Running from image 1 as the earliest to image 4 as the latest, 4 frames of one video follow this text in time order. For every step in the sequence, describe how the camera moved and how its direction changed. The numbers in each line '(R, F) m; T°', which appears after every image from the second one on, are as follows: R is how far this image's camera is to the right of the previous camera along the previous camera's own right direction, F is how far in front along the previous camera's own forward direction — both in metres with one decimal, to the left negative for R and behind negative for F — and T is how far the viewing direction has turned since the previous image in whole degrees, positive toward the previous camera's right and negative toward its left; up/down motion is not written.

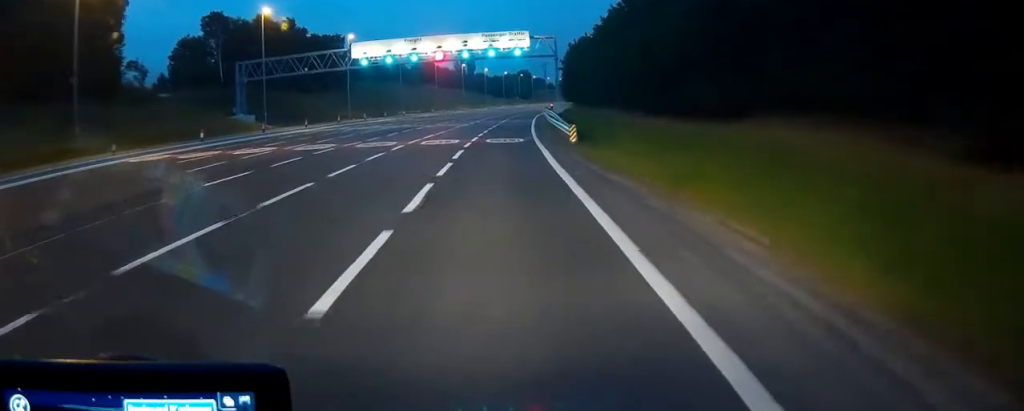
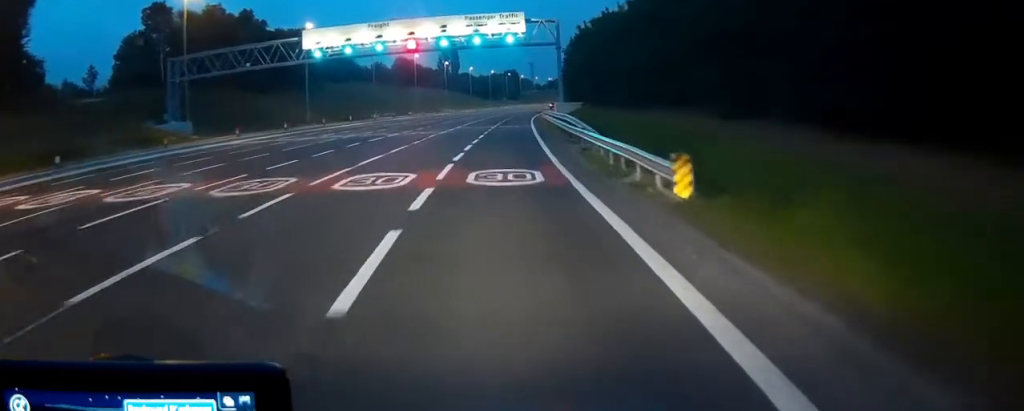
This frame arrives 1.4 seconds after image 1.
(+0.2, +18.0) m; +1°
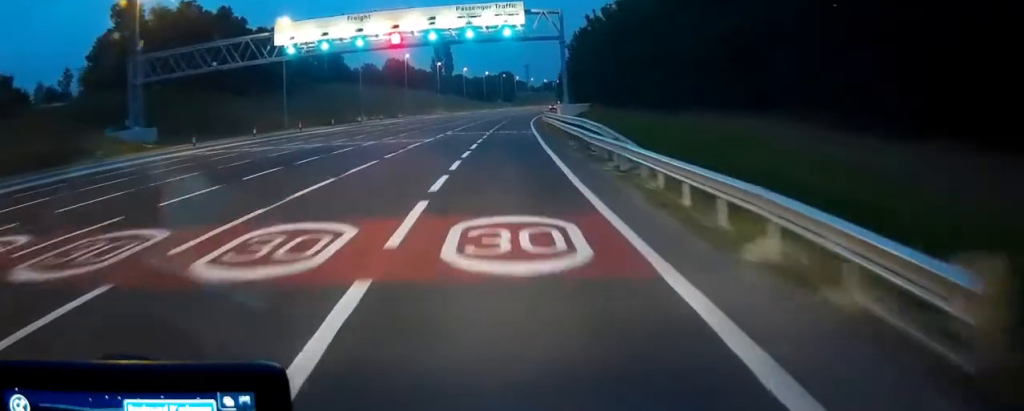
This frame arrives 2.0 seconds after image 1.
(0.0, +8.0) m; 0°
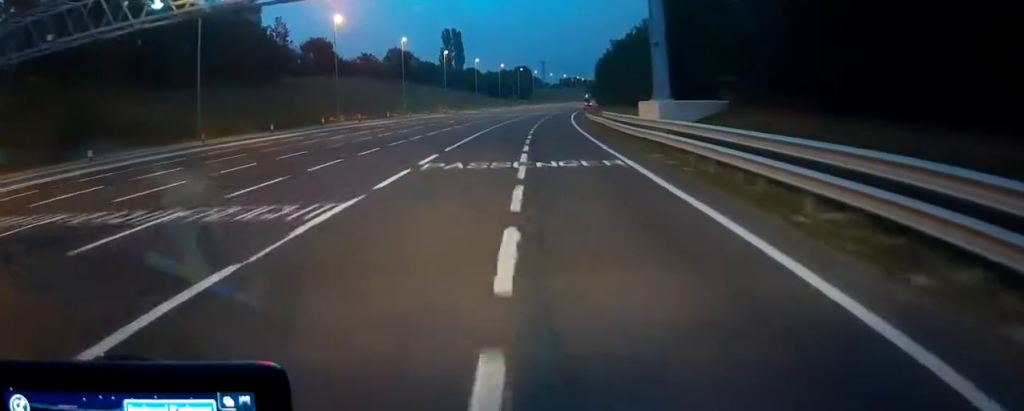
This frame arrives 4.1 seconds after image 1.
(-0.1, +29.3) m; 0°
